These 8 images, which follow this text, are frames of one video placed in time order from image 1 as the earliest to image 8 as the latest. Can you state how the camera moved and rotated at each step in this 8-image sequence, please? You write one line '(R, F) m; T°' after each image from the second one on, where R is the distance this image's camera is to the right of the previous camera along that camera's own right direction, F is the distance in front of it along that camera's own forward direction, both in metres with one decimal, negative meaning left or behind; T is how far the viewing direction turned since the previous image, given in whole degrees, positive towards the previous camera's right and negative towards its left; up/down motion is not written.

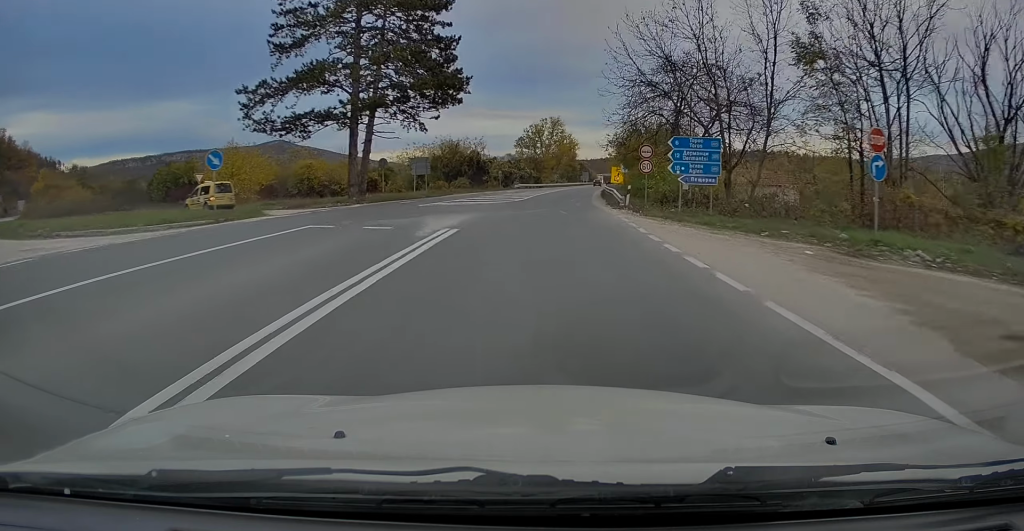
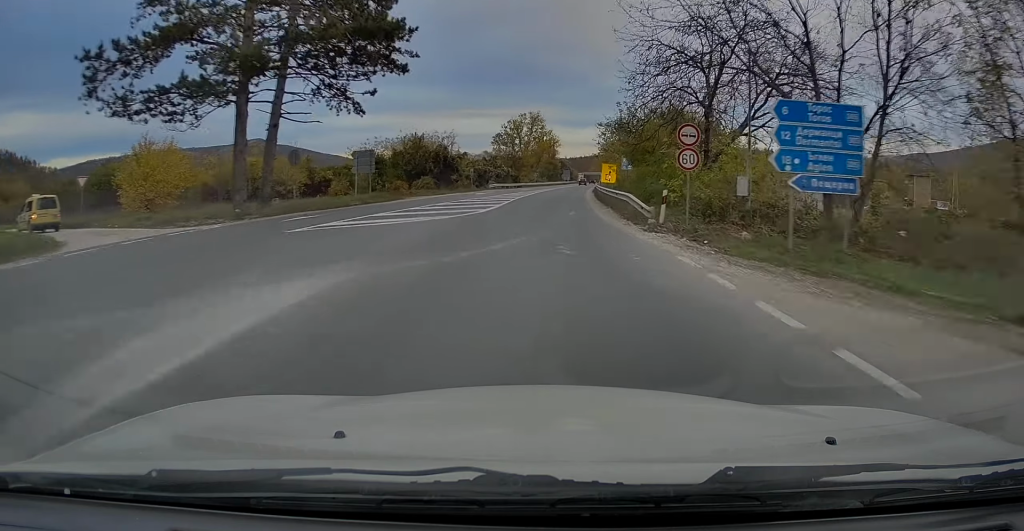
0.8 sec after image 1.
(+0.3, +12.1) m; +3°
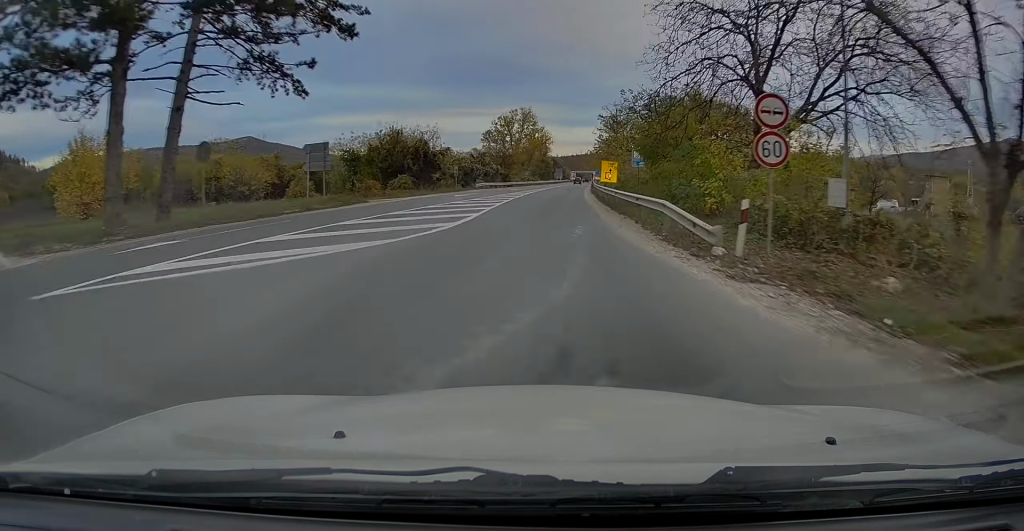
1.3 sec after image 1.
(+0.1, +7.6) m; +1°
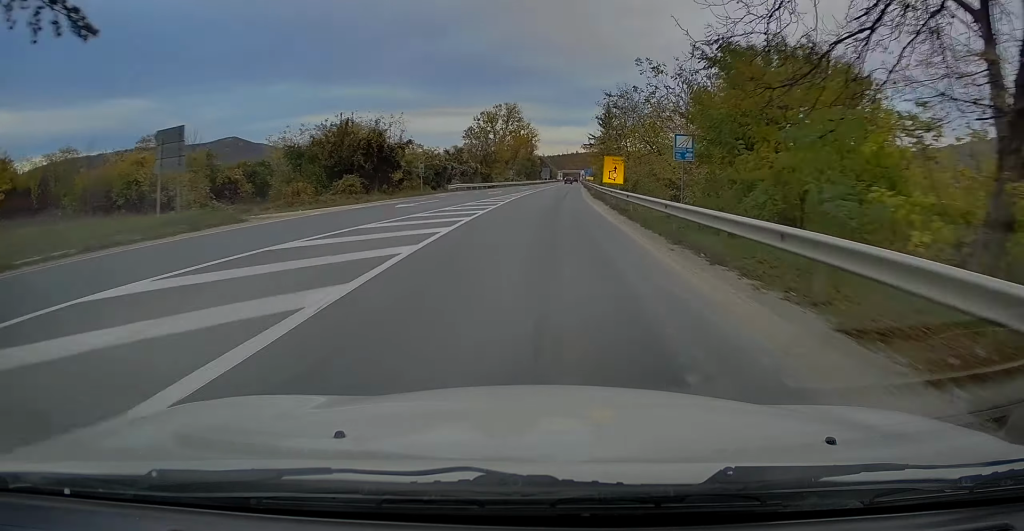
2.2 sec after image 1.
(+0.1, +13.2) m; +1°
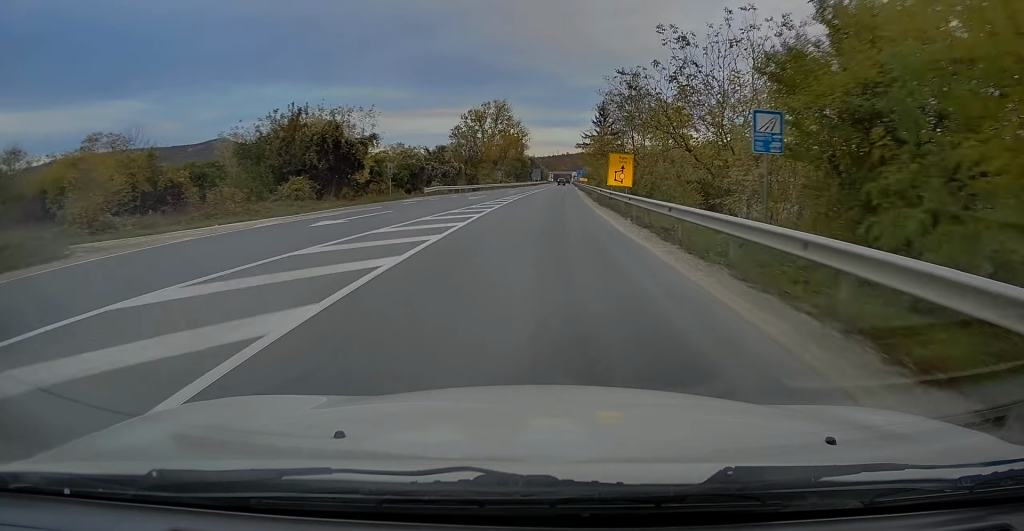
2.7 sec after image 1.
(0.0, +8.7) m; +1°
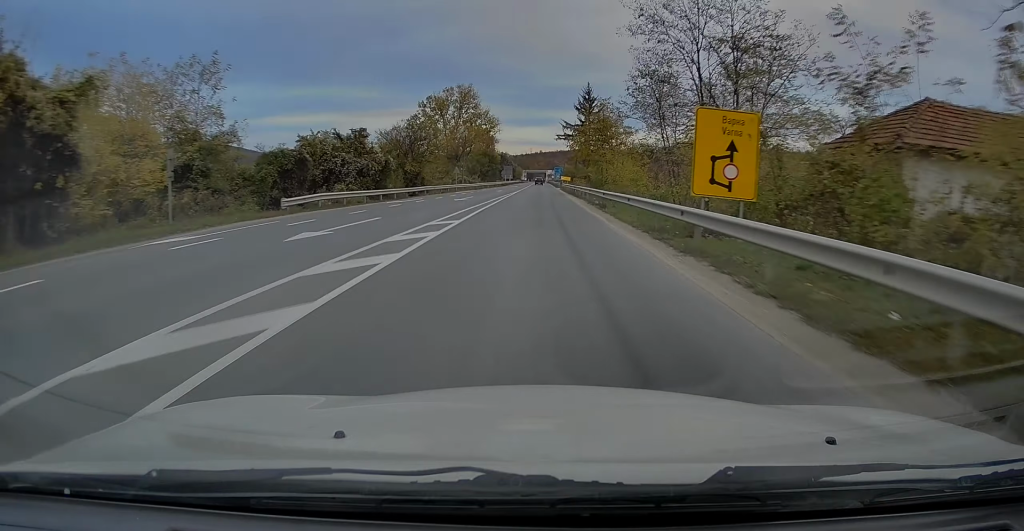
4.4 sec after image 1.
(+0.3, +26.1) m; +2°
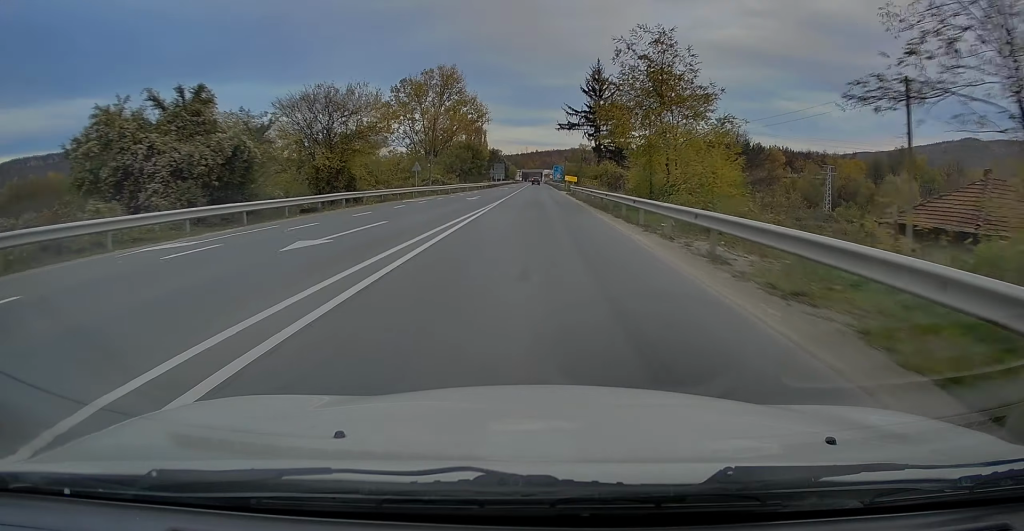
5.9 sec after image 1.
(+0.4, +24.4) m; +1°
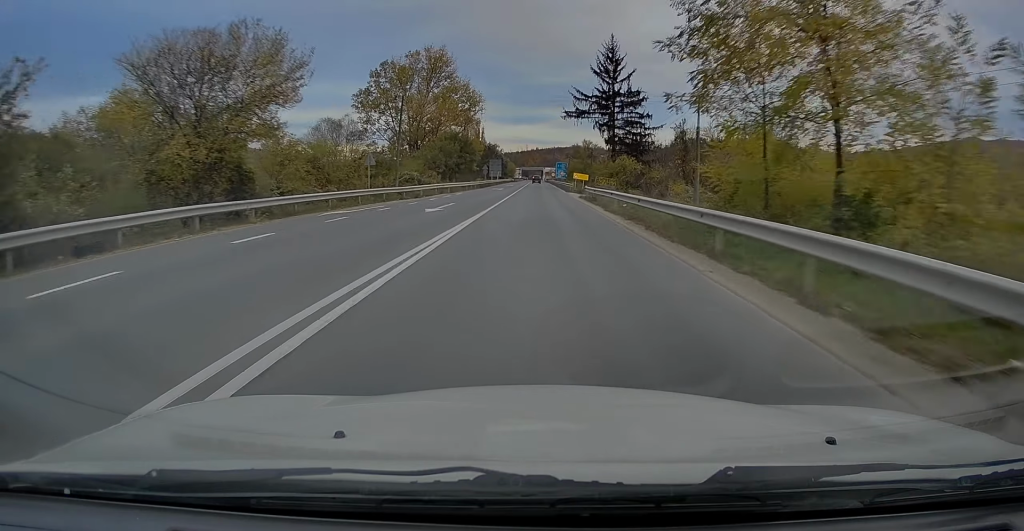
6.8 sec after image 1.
(-0.1, +15.7) m; 0°
